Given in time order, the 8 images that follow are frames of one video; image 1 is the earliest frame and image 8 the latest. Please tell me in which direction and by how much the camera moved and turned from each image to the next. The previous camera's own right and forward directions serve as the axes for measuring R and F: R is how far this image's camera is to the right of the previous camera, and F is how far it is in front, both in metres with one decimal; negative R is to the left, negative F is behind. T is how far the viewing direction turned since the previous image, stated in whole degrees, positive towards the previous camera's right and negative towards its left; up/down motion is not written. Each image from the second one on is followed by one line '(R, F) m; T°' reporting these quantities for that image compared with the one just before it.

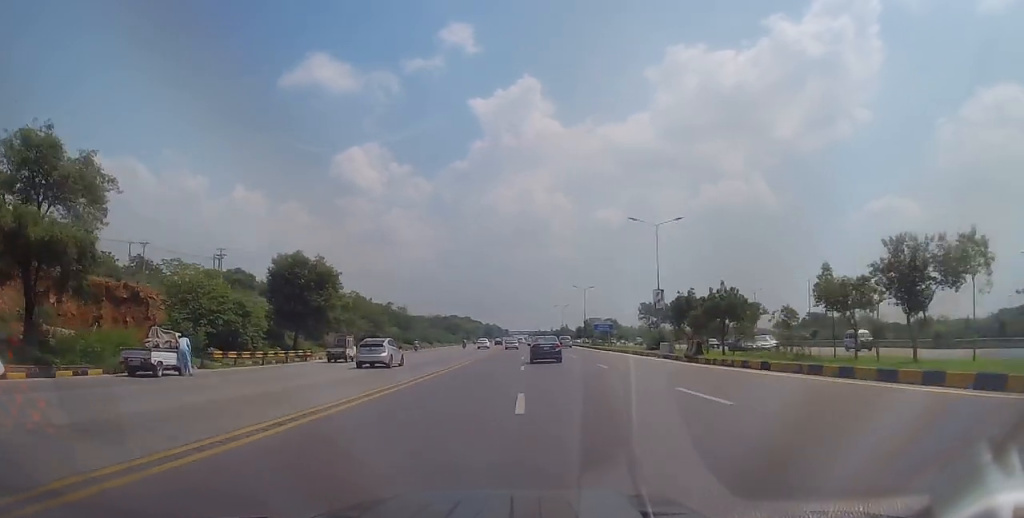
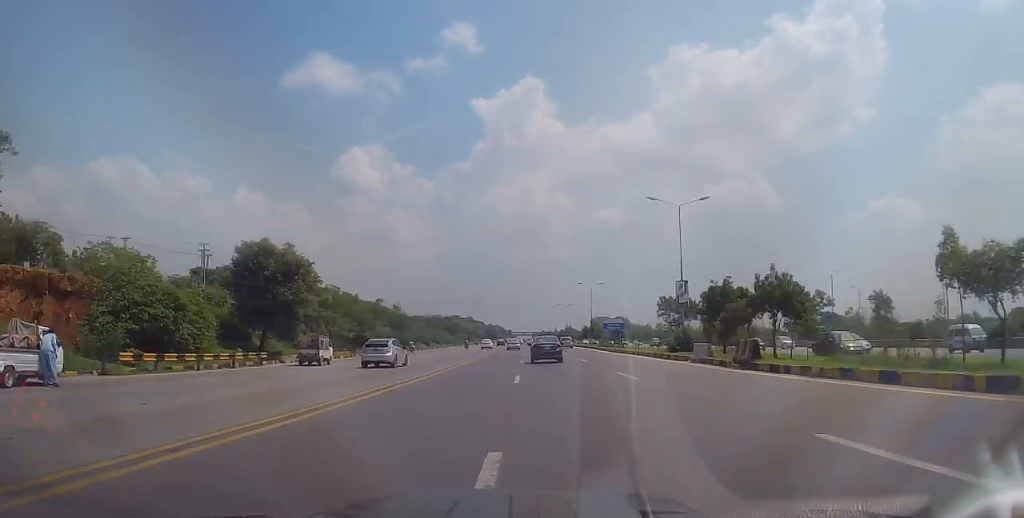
(+0.1, +7.7) m; 0°
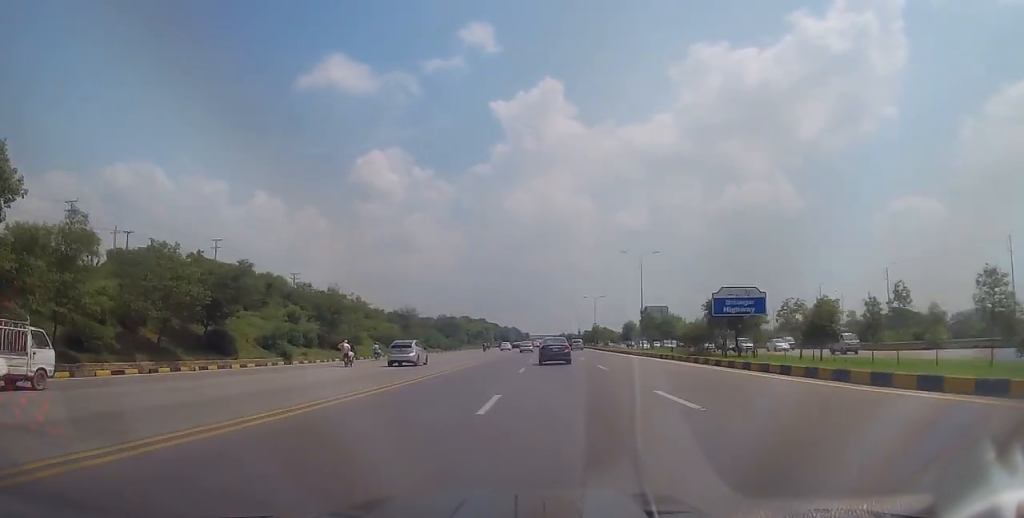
(-0.9, +39.8) m; -2°
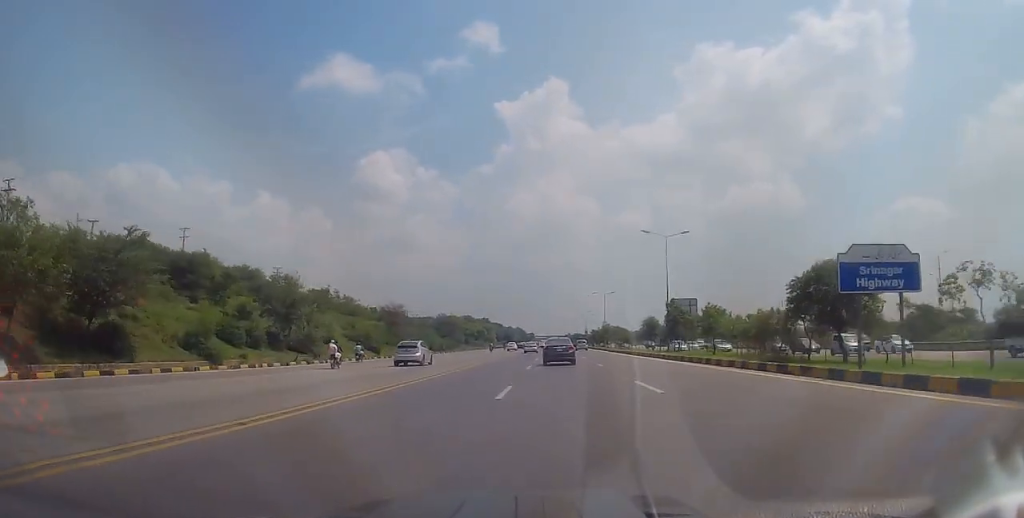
(0.0, +12.3) m; +1°
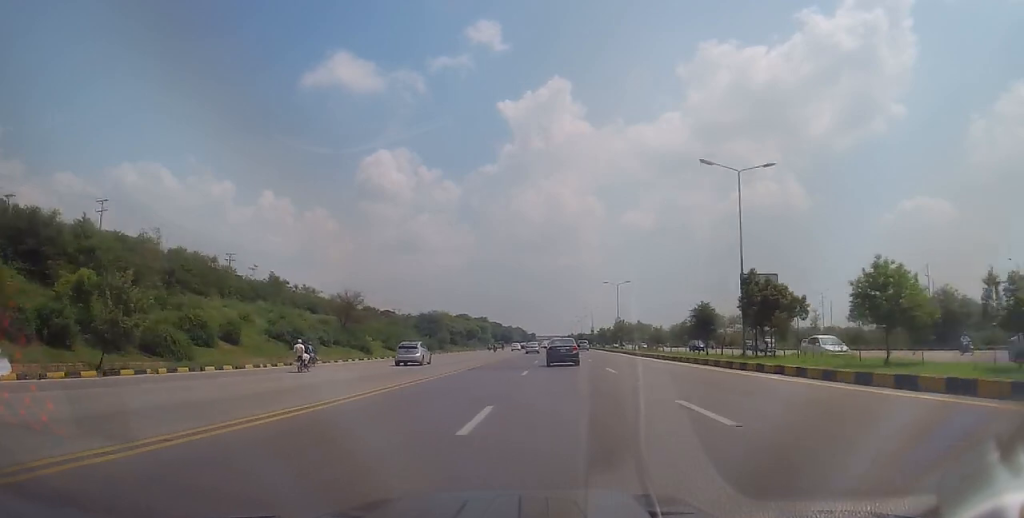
(+0.4, +21.6) m; +1°
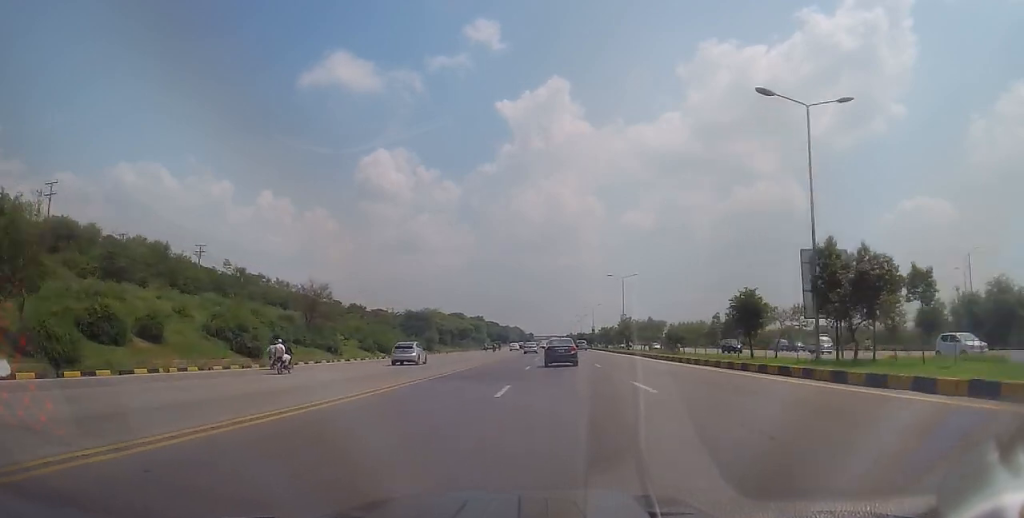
(-0.1, +10.0) m; 0°
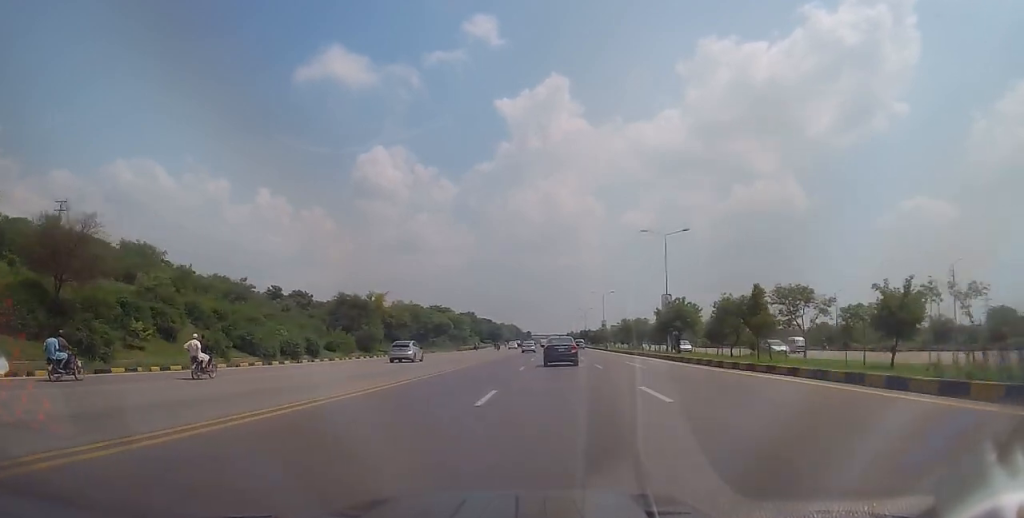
(-0.5, +34.8) m; 0°
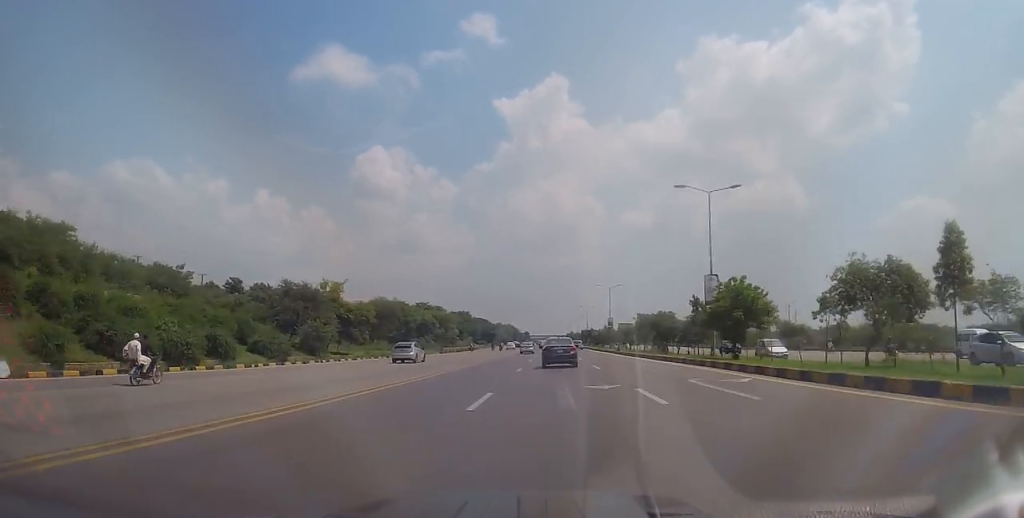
(+0.3, +16.1) m; -1°
